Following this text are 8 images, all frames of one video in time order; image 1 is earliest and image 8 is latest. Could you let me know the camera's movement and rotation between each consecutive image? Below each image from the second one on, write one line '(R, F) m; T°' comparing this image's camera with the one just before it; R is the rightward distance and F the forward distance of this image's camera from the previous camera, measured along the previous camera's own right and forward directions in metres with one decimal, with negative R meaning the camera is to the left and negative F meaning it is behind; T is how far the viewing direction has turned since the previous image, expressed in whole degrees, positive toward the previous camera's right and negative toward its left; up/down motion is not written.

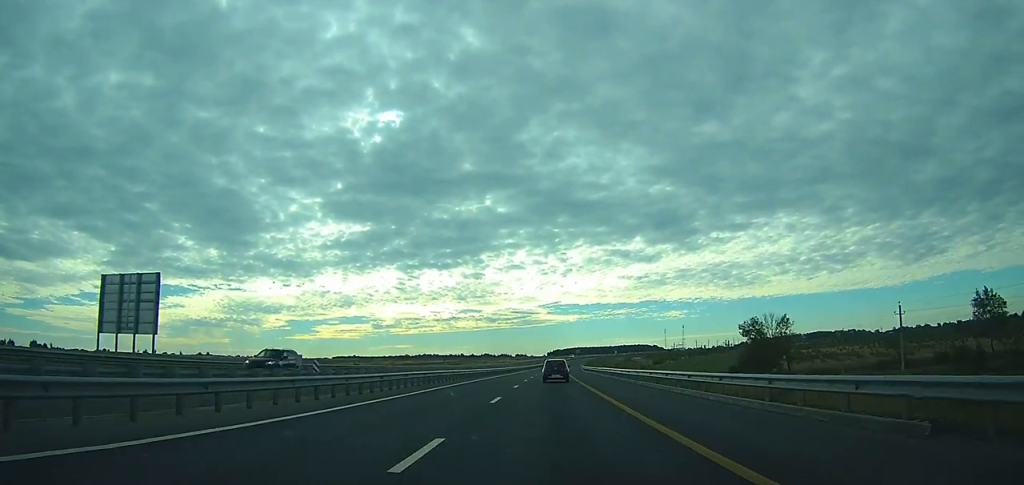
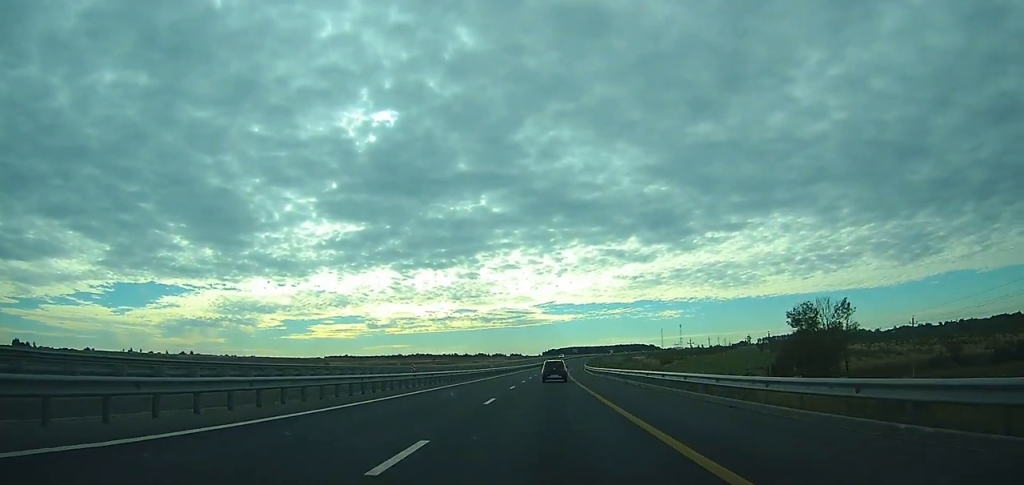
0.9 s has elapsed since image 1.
(0.0, +23.2) m; +1°
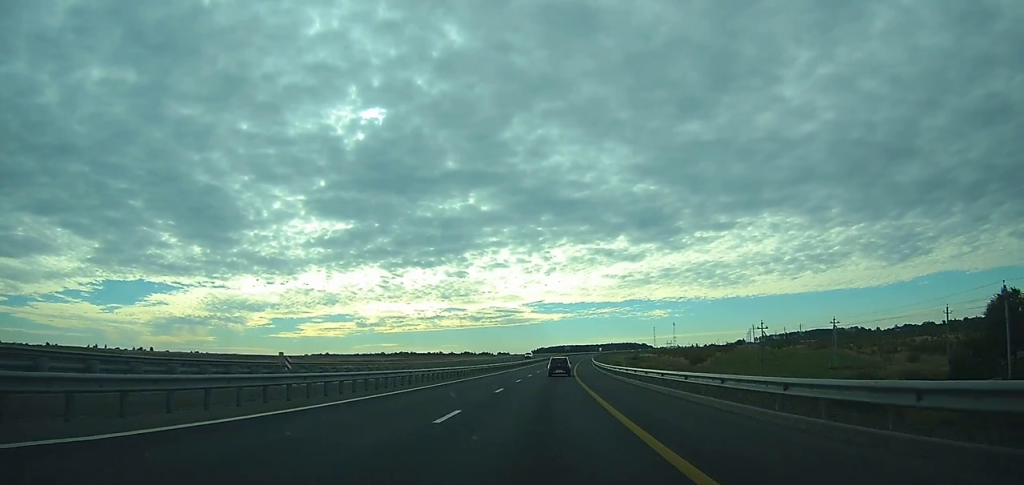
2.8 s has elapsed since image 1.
(+0.6, +52.1) m; +1°
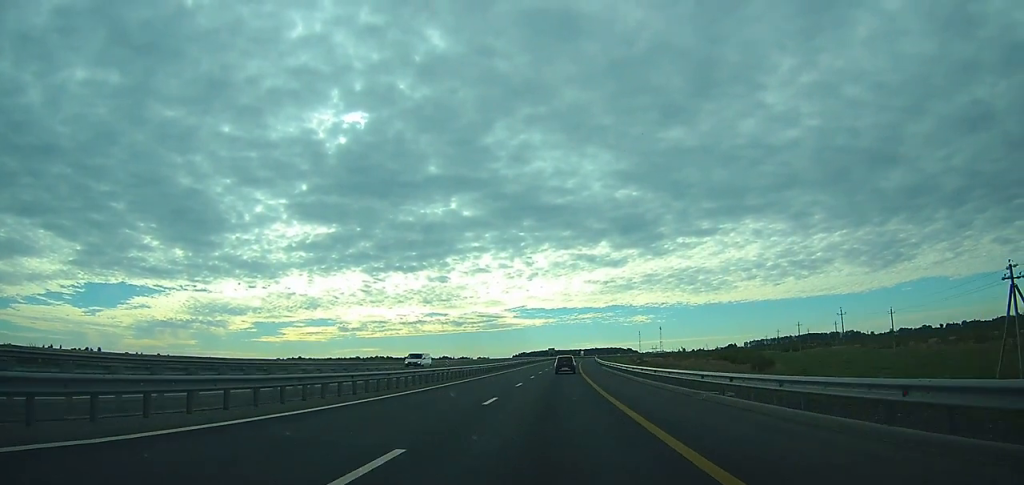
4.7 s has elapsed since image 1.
(+0.4, +56.8) m; +2°
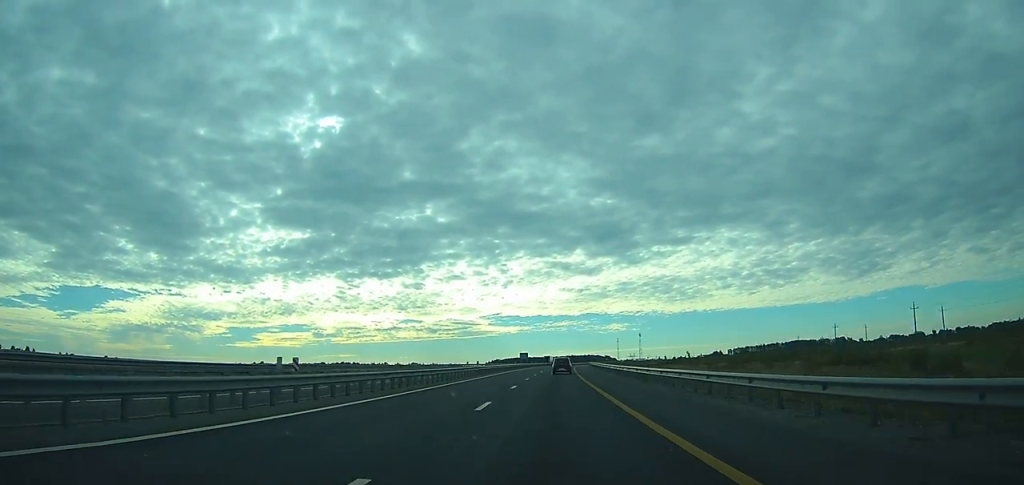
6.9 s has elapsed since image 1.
(+1.5, +64.2) m; +2°
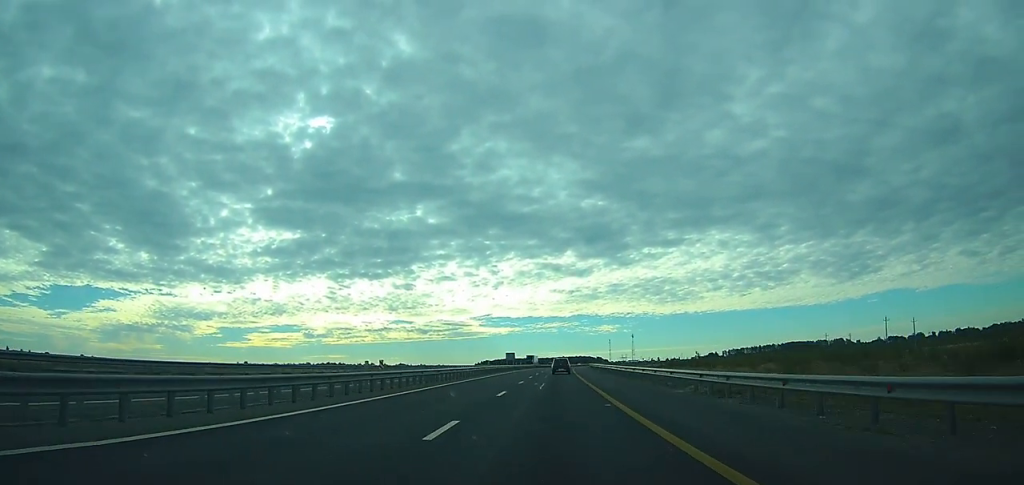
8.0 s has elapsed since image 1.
(+0.5, +30.0) m; +1°
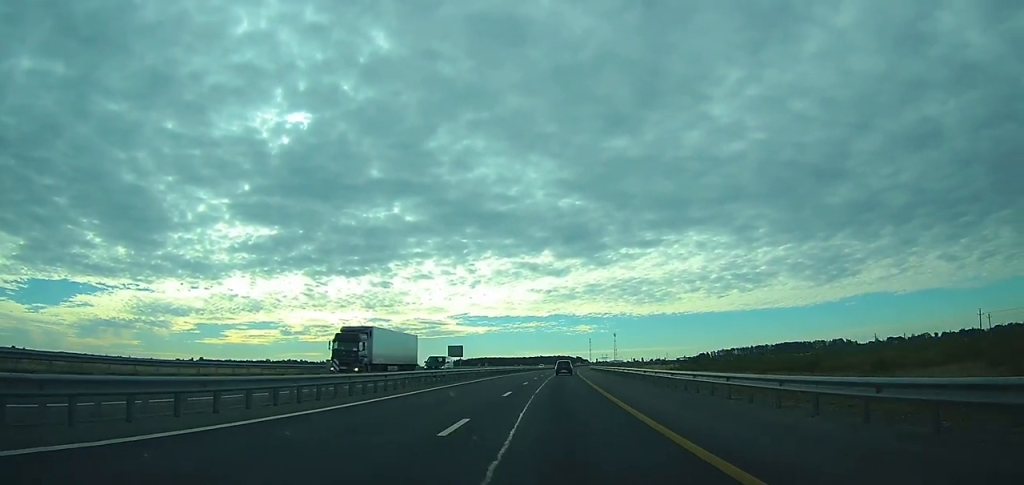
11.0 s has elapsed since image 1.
(+1.7, +81.4) m; +3°
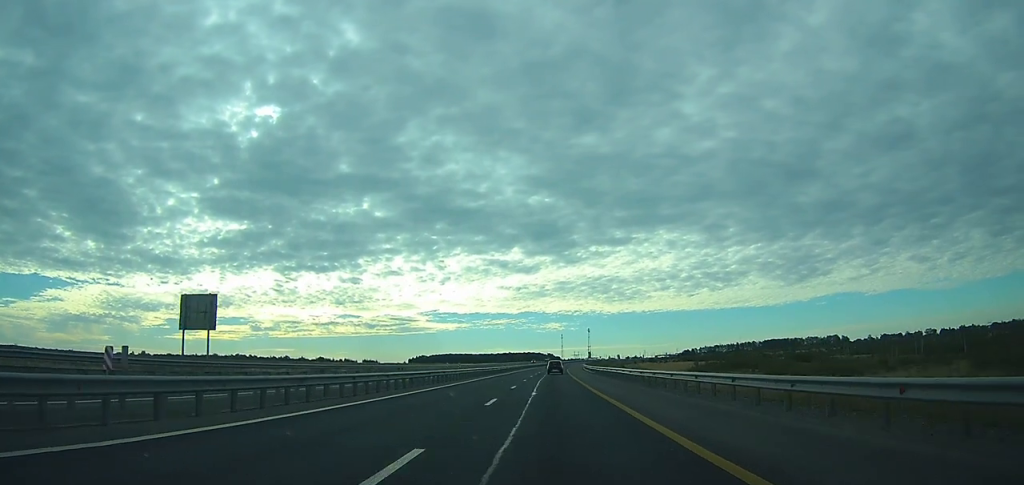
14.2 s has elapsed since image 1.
(+2.2, +88.2) m; +3°
